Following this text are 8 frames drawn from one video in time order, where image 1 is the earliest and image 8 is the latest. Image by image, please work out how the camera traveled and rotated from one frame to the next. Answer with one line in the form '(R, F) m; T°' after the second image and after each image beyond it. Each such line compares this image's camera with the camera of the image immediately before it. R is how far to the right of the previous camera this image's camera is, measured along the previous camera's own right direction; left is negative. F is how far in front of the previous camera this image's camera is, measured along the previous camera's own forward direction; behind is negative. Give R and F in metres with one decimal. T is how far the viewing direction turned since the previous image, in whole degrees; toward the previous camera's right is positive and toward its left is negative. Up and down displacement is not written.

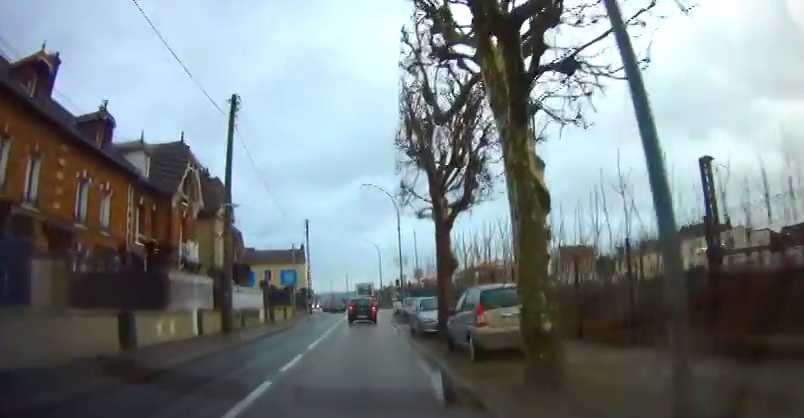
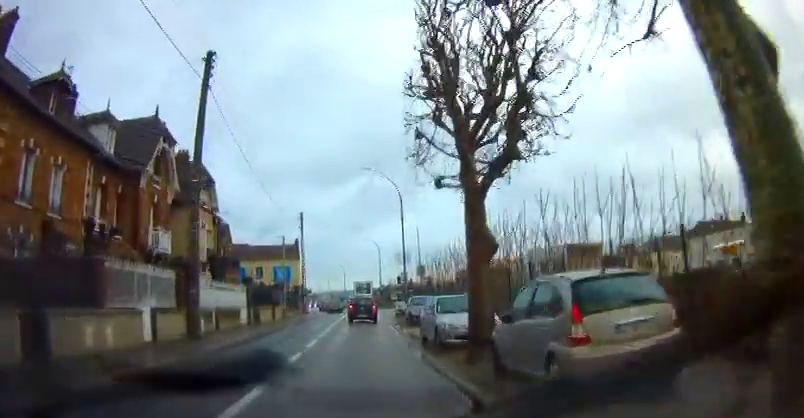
(-0.1, +4.5) m; 0°
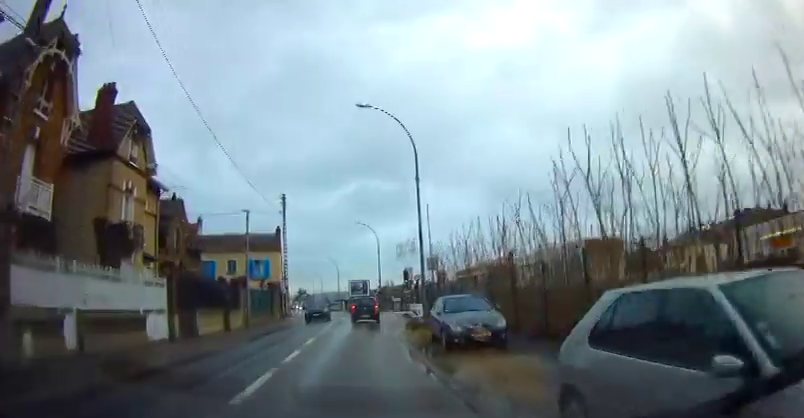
(+0.2, +11.7) m; 0°
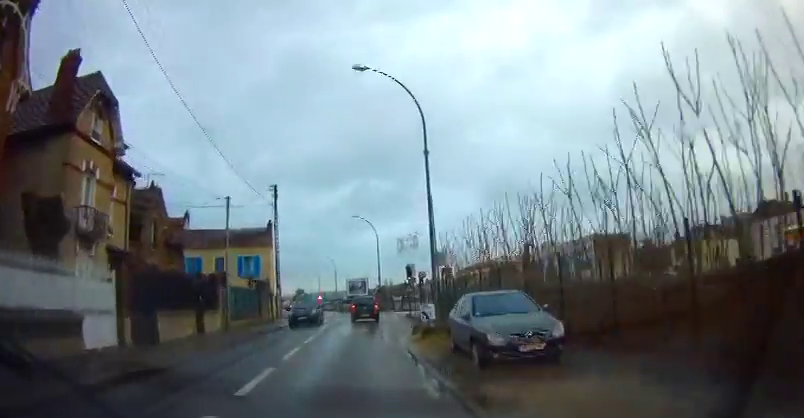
(-0.1, +3.9) m; 0°
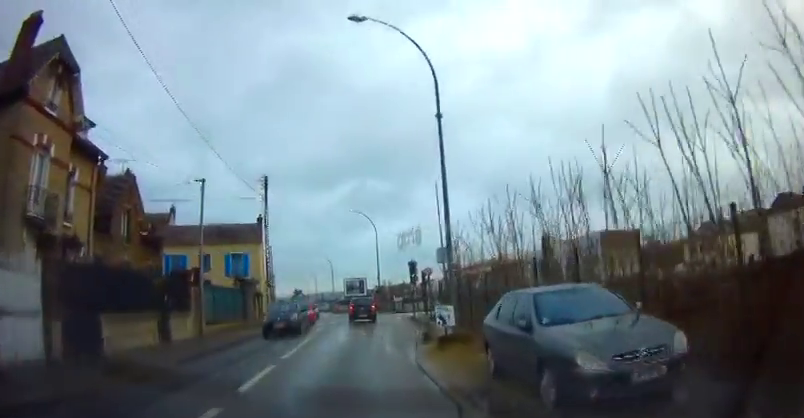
(-0.1, +3.9) m; 0°
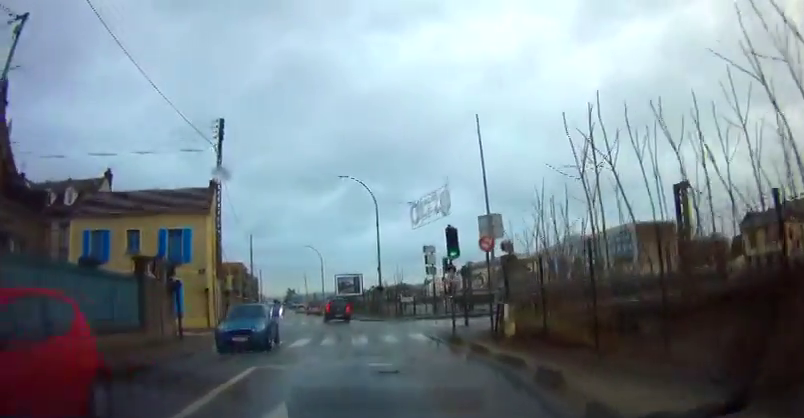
(+0.4, +13.9) m; +3°
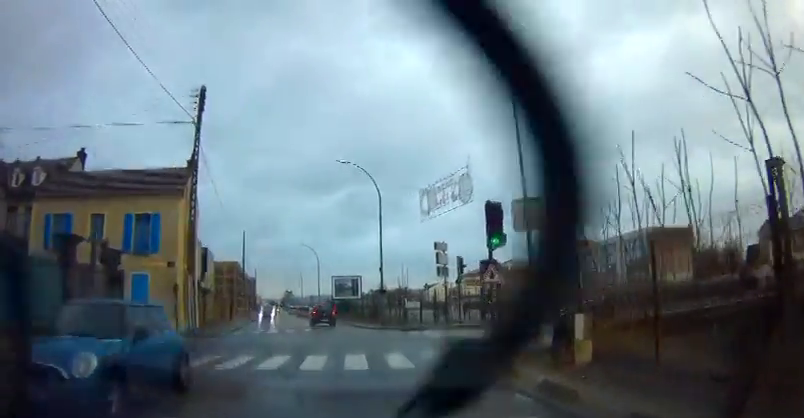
(0.0, +4.9) m; +1°
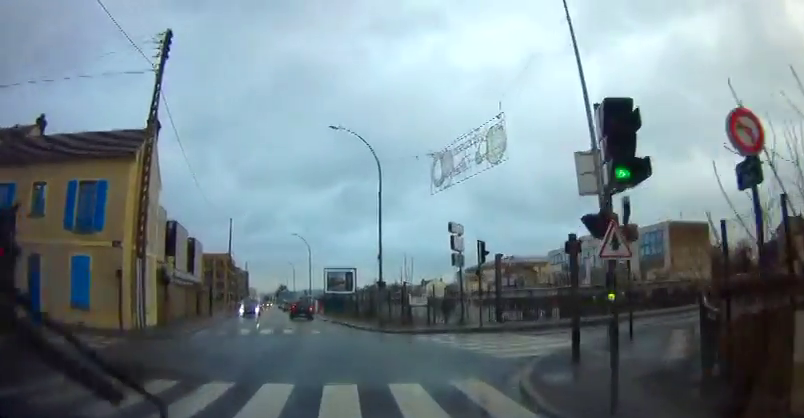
(-0.1, +5.7) m; +2°
